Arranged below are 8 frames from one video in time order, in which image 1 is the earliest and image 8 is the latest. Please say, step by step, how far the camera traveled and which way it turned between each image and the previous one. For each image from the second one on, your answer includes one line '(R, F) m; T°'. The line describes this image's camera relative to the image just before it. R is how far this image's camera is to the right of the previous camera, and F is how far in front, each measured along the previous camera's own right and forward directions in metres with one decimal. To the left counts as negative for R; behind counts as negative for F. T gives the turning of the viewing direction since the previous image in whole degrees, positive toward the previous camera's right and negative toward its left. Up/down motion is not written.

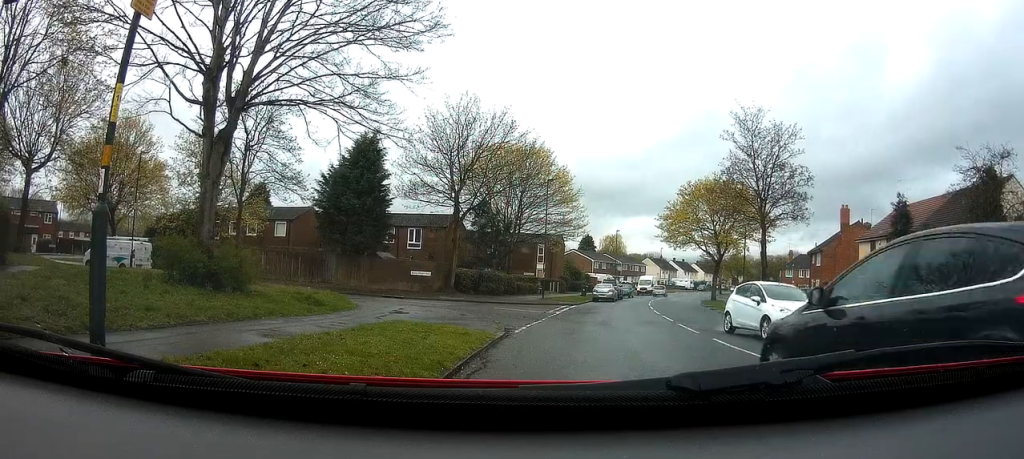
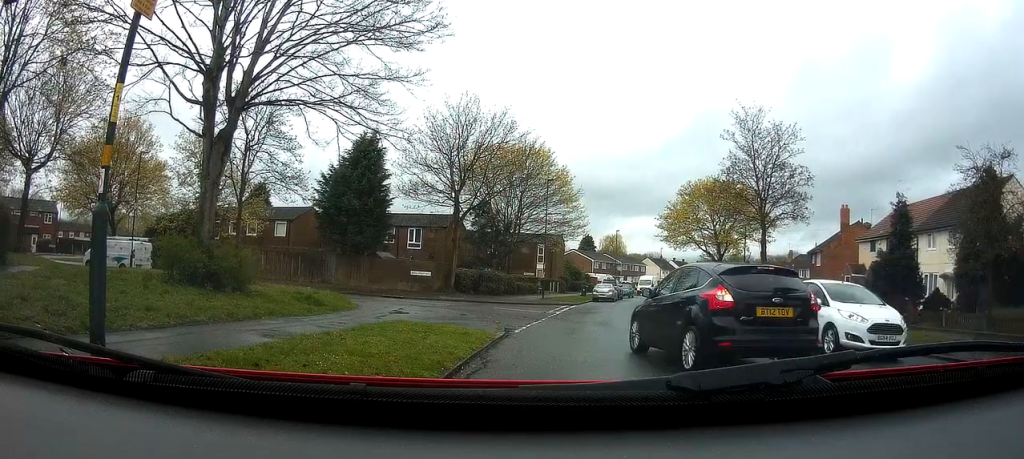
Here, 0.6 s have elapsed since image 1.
(0.0, 0.0) m; 0°
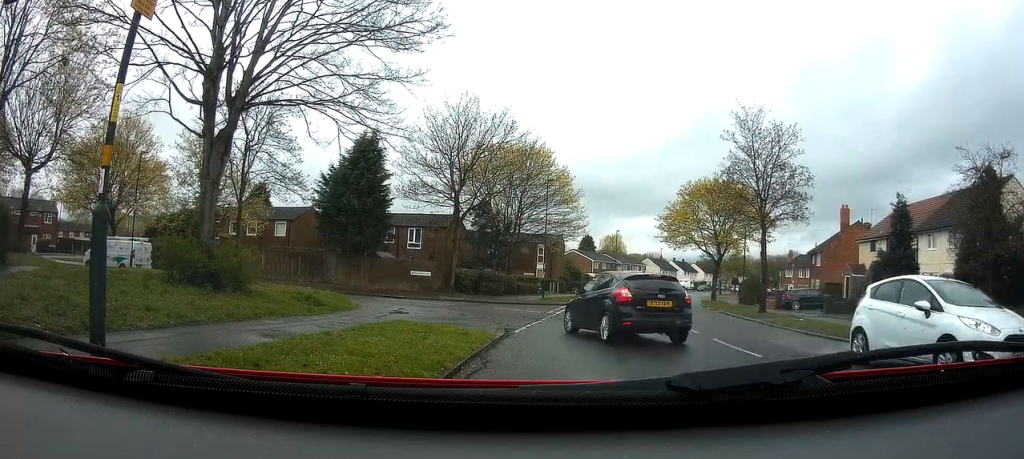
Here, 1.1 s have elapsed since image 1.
(0.0, 0.0) m; 0°
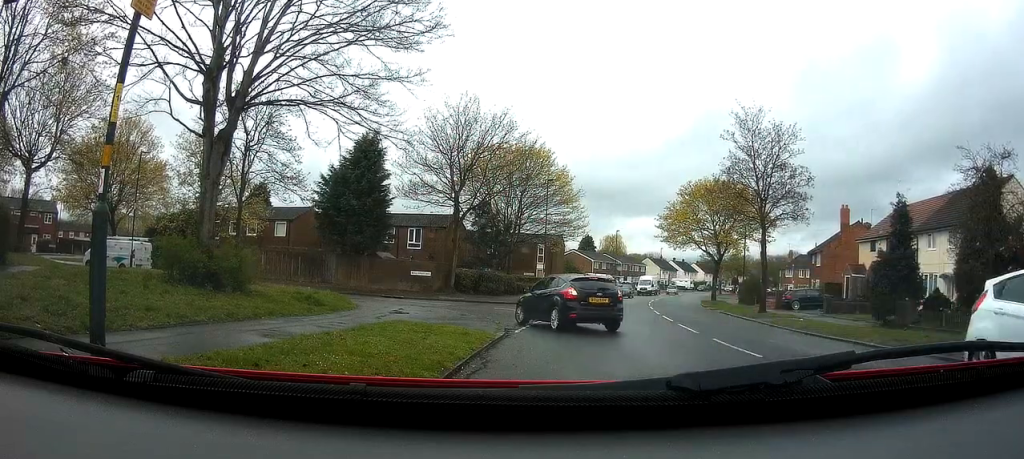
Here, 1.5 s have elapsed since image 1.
(0.0, 0.0) m; 0°
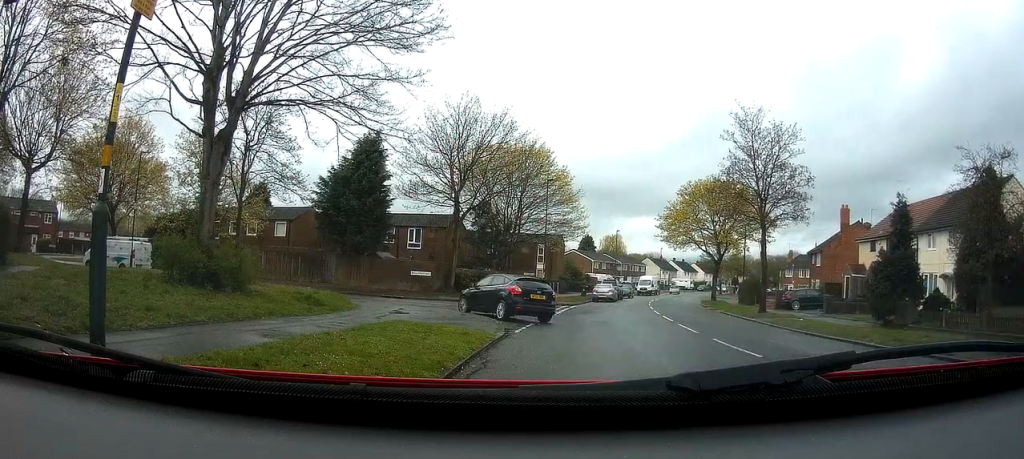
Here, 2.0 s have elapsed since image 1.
(0.0, 0.0) m; 0°
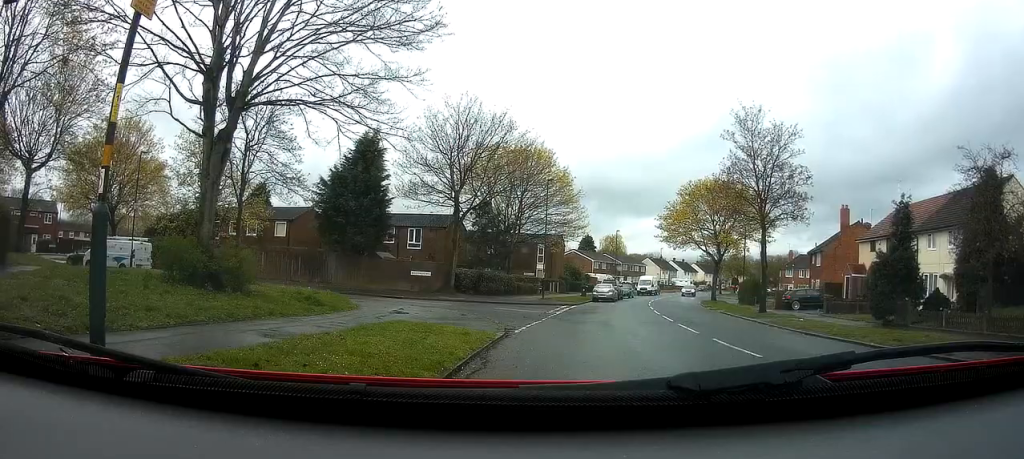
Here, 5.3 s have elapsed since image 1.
(0.0, 0.0) m; 0°
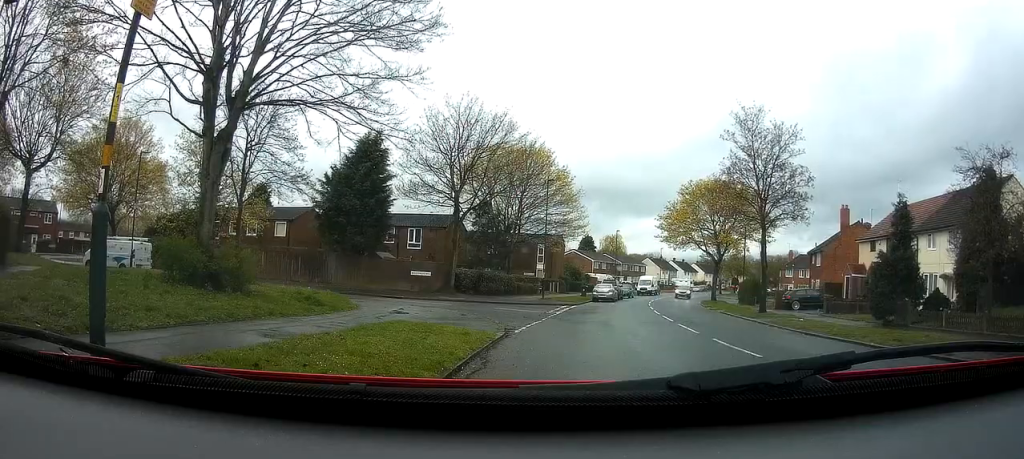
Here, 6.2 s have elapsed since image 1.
(0.0, 0.0) m; 0°
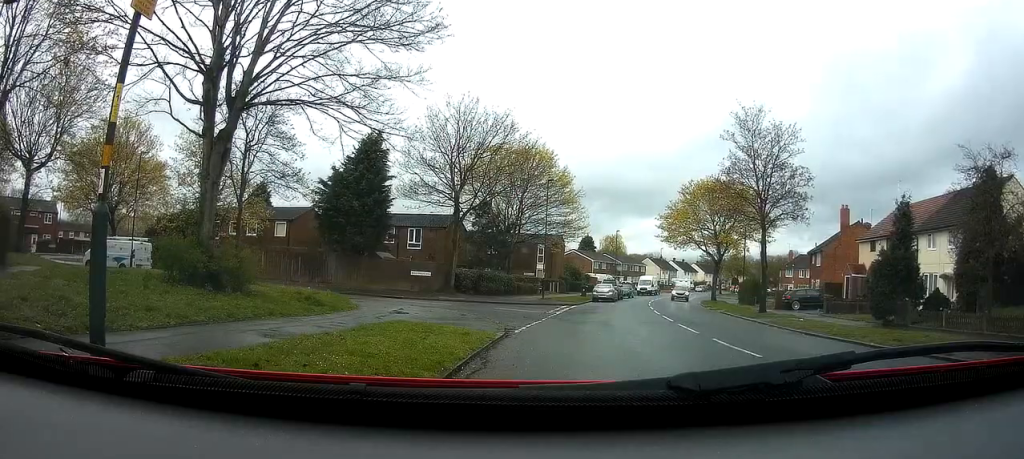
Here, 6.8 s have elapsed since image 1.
(0.0, 0.0) m; 0°
